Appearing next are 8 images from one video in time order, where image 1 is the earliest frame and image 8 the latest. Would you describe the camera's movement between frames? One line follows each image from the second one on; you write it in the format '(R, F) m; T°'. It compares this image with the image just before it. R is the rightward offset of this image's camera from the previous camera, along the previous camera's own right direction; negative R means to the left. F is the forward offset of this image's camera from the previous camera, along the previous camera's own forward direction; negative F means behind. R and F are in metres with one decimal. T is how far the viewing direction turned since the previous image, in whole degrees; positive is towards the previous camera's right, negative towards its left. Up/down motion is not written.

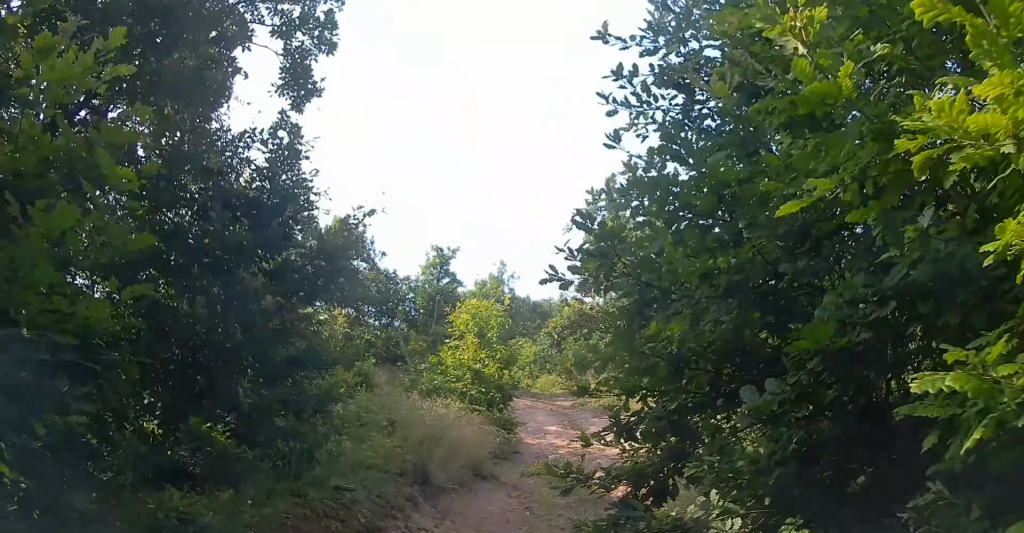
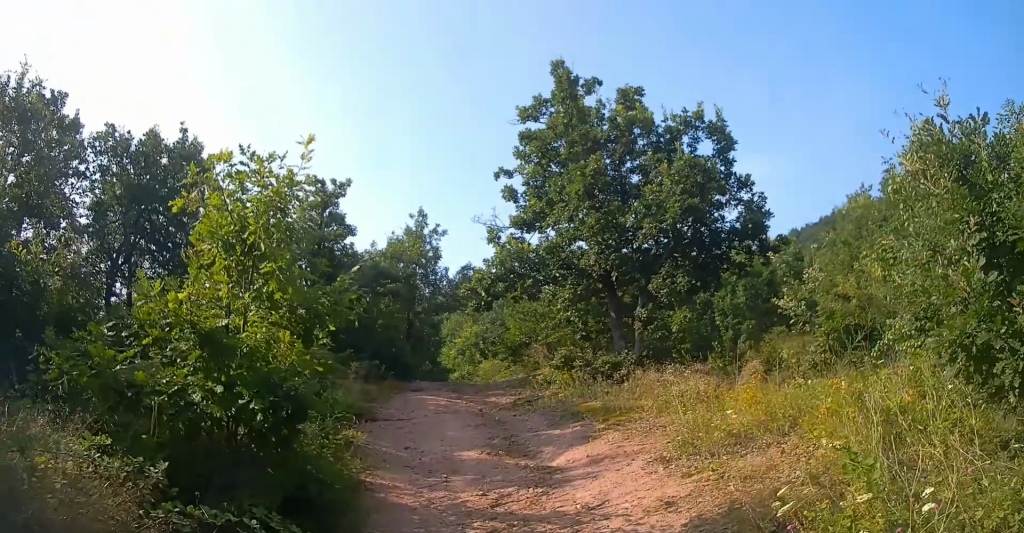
(+0.7, +7.1) m; +5°
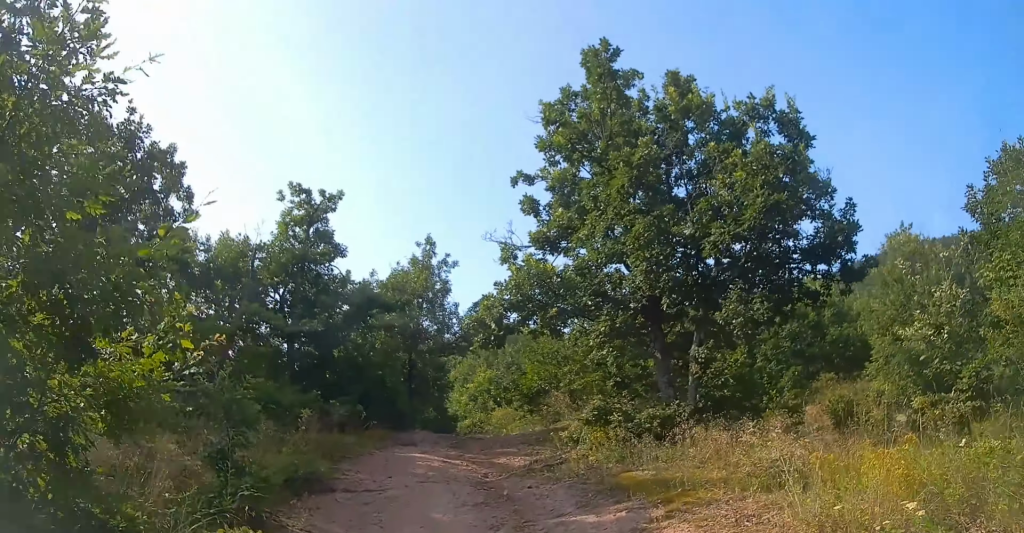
(+0.1, +2.5) m; -2°
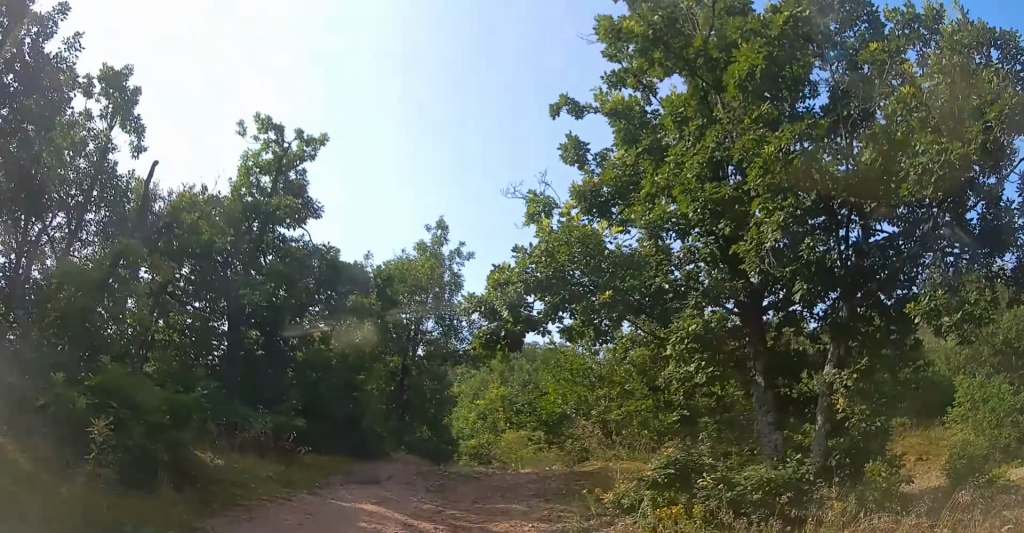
(0.0, +3.3) m; -1°
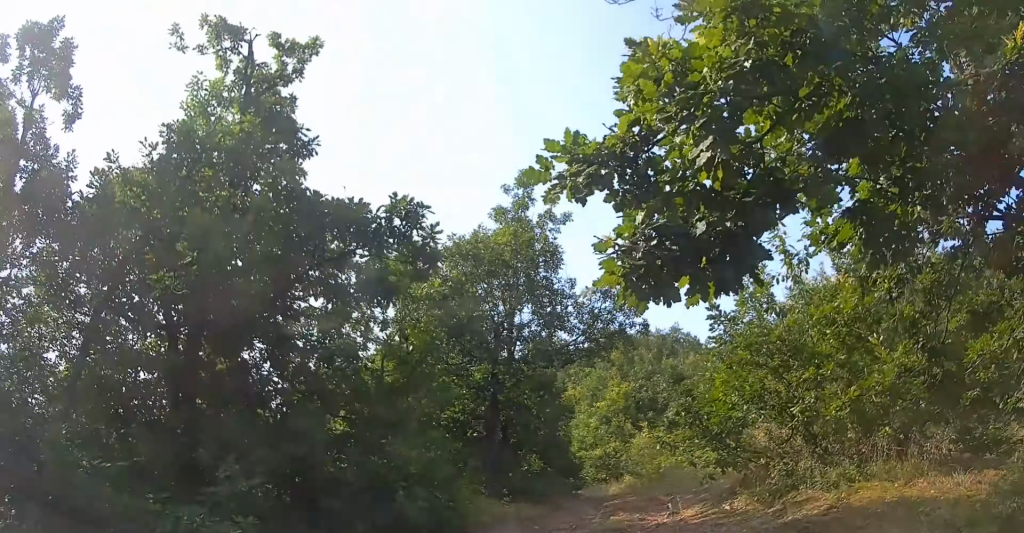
(-0.3, +4.1) m; -1°
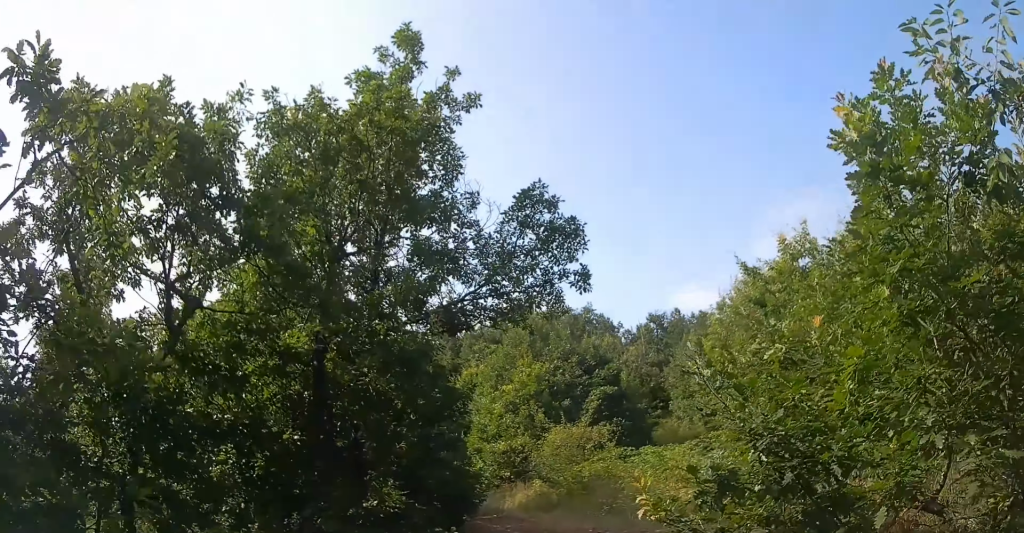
(+0.3, +5.1) m; +3°
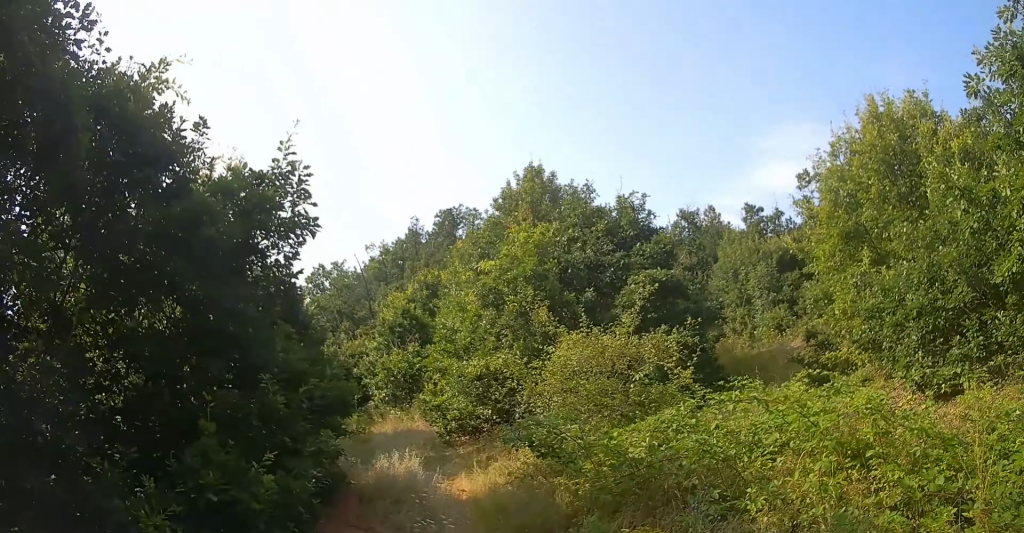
(0.0, +9.0) m; -4°
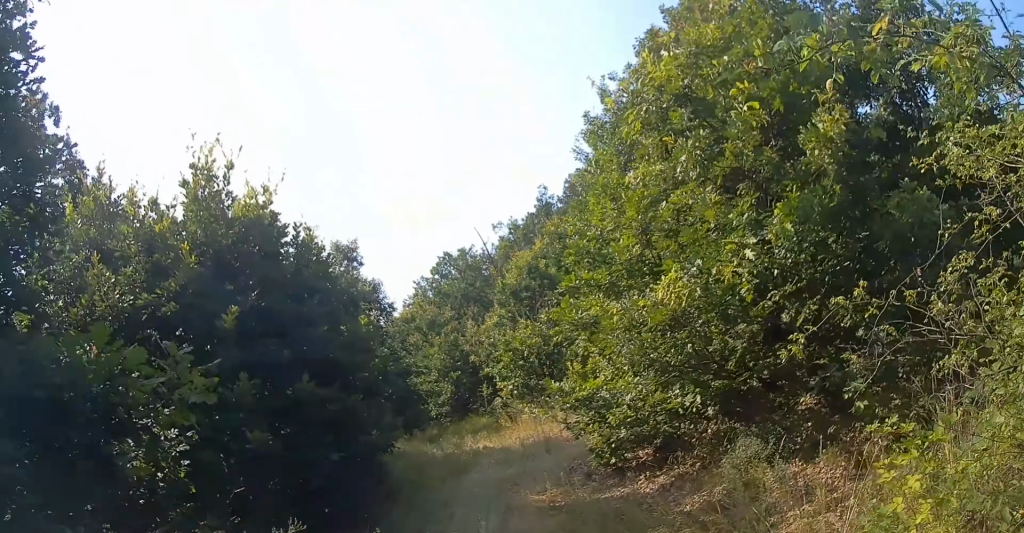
(-0.9, +8.4) m; -13°
